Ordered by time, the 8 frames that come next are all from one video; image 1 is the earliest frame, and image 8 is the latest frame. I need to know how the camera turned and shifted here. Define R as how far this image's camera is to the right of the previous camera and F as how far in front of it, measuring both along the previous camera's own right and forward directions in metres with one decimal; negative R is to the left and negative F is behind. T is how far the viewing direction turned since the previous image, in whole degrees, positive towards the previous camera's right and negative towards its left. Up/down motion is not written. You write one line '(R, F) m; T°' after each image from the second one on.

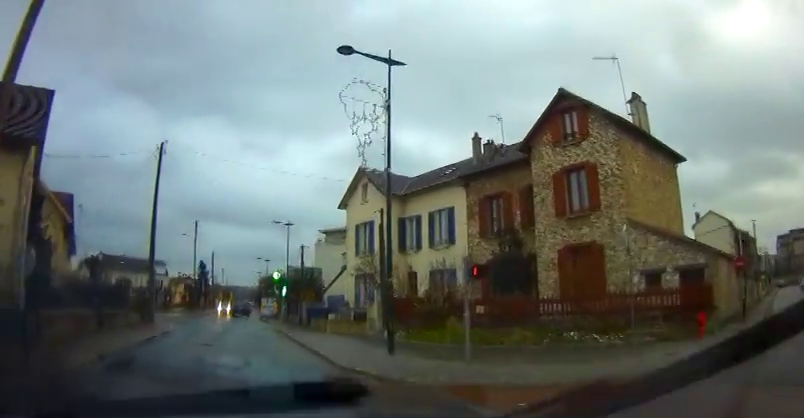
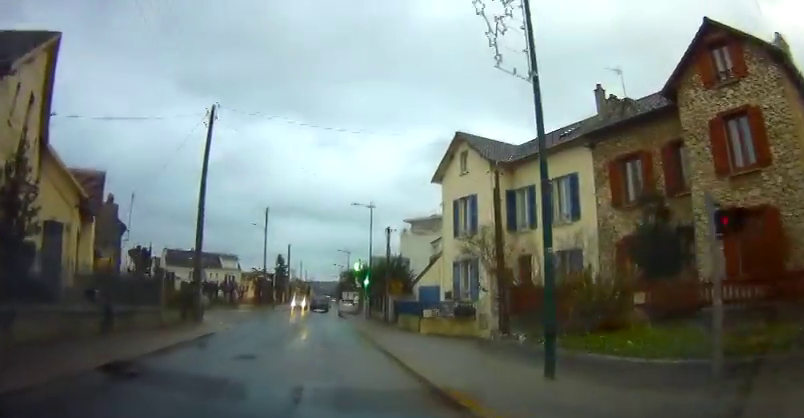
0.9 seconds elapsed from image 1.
(-0.6, +5.0) m; -9°
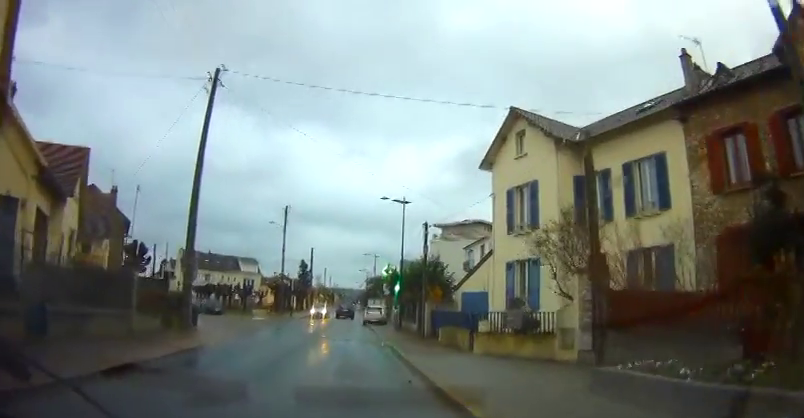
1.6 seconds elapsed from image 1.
(-0.3, +4.6) m; -5°
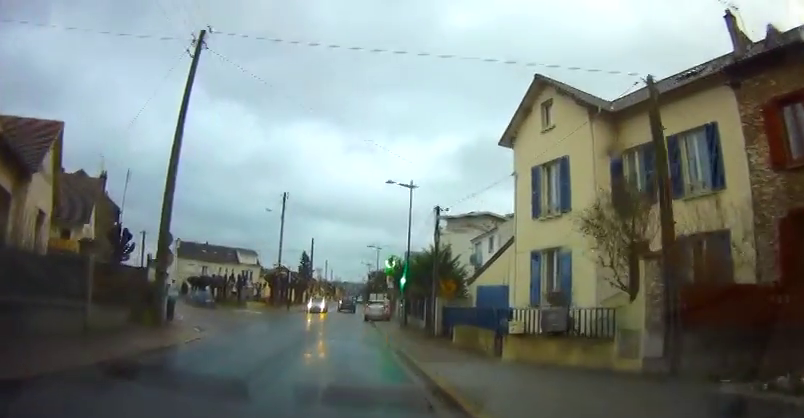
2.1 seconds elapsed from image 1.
(0.0, +2.9) m; -2°
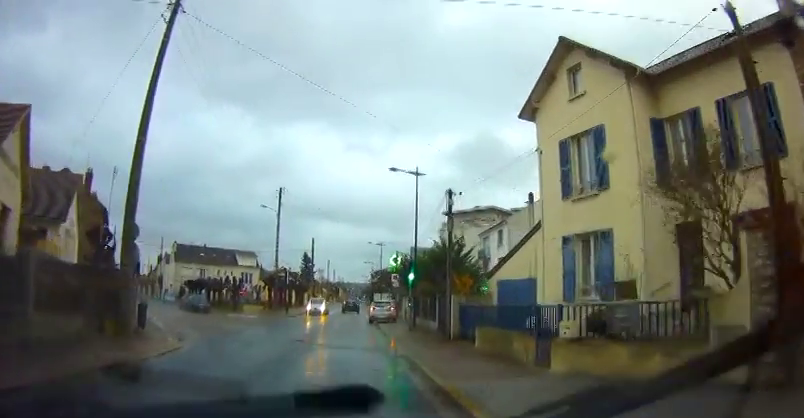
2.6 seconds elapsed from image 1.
(-0.1, +2.7) m; 0°
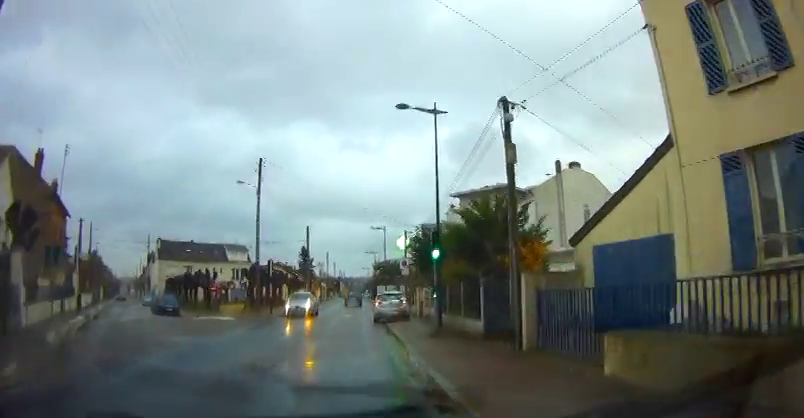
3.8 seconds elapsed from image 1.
(0.0, +7.5) m; +1°
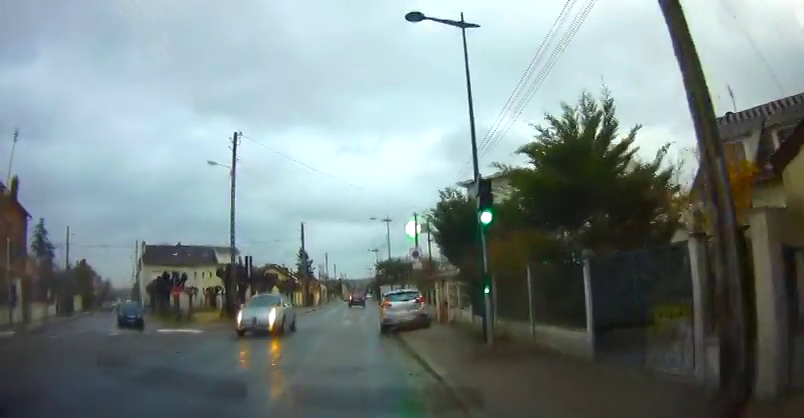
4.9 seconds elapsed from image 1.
(+0.1, +6.5) m; -1°
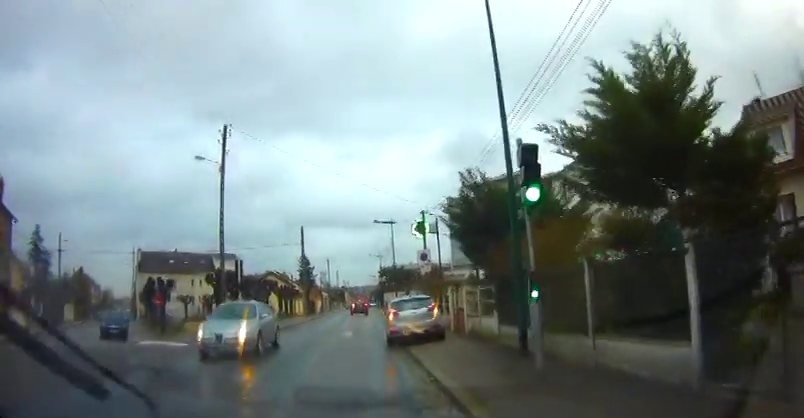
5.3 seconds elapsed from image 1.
(0.0, +2.5) m; -1°
